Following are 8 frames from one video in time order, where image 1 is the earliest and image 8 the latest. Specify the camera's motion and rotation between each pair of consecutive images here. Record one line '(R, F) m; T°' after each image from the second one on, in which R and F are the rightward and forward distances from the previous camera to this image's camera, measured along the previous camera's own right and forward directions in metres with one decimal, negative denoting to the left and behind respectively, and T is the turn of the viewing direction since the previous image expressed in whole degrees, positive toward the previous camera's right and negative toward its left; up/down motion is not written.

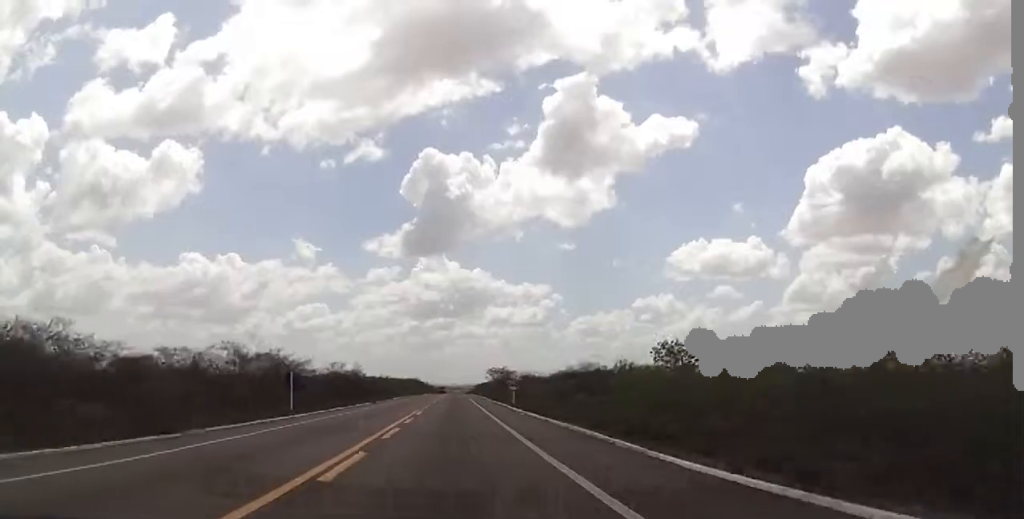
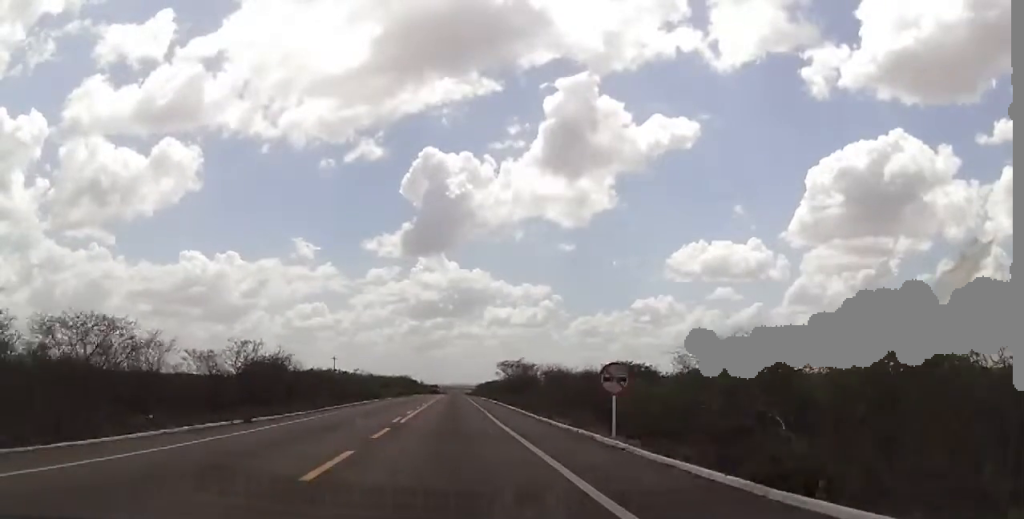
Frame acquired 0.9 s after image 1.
(+0.2, +36.6) m; 0°
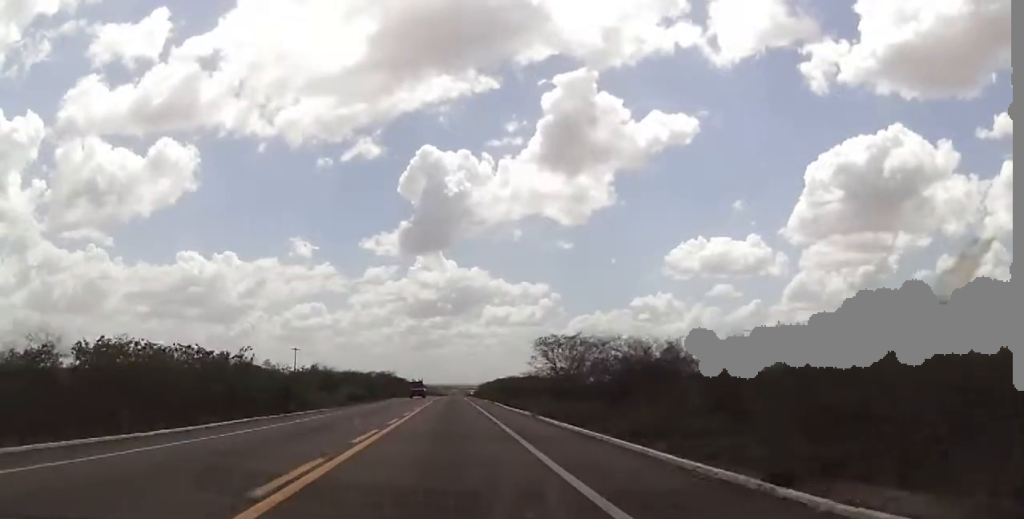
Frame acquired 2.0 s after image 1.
(-0.1, +44.9) m; 0°
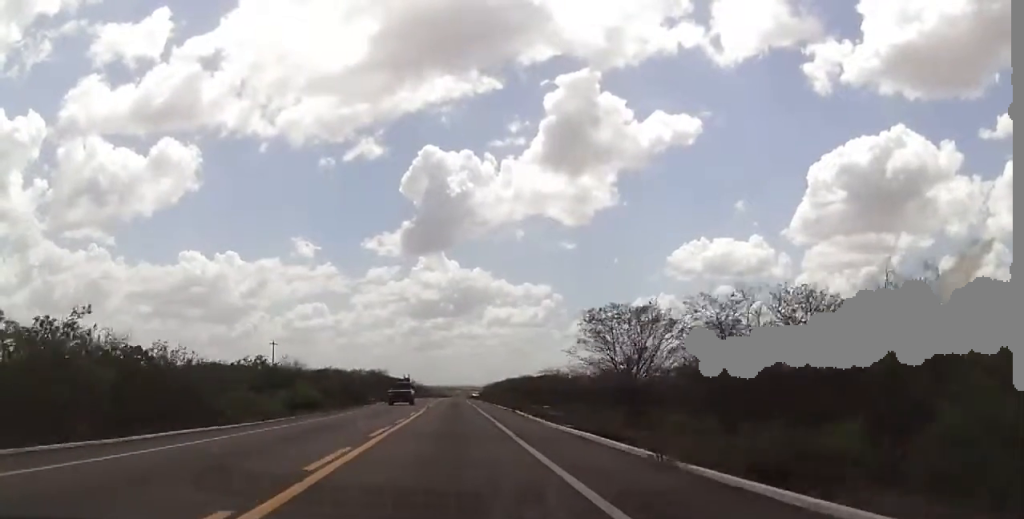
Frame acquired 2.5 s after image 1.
(0.0, +19.0) m; 0°
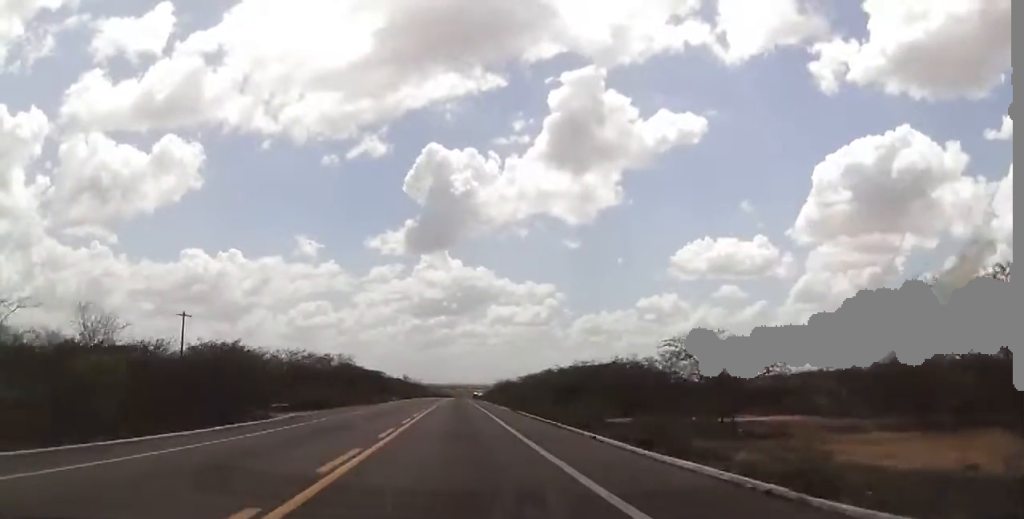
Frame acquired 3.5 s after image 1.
(+0.2, +43.3) m; 0°
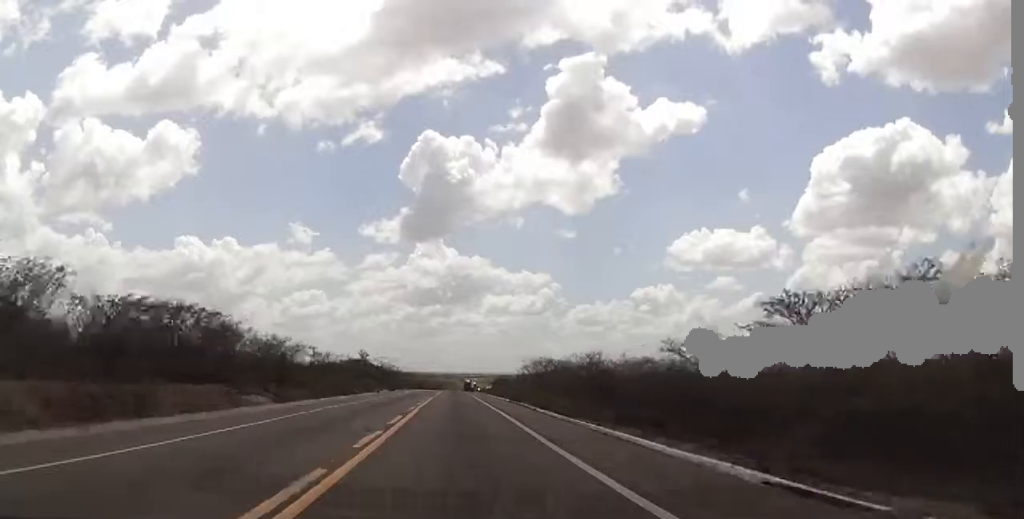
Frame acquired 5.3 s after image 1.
(+0.7, +69.5) m; 0°
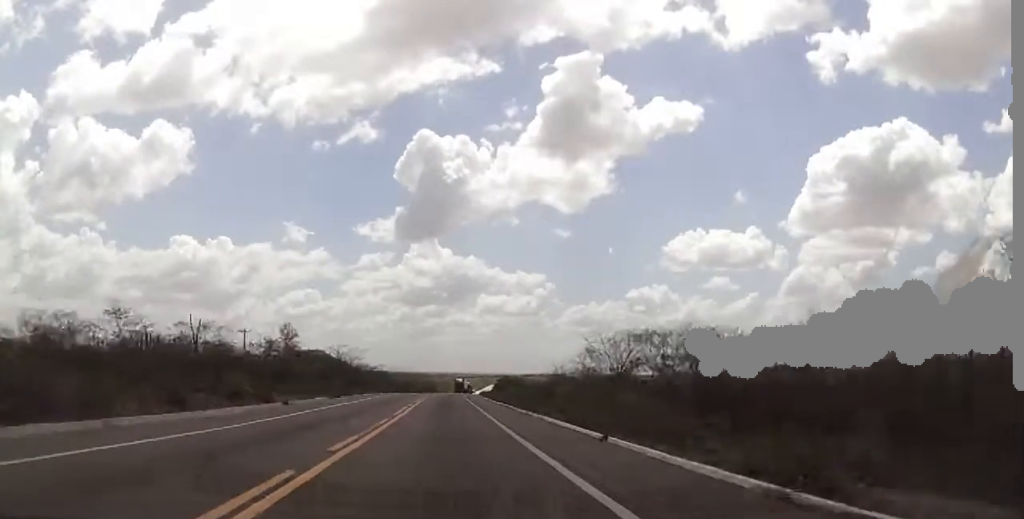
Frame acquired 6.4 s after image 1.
(-0.8, +42.5) m; 0°
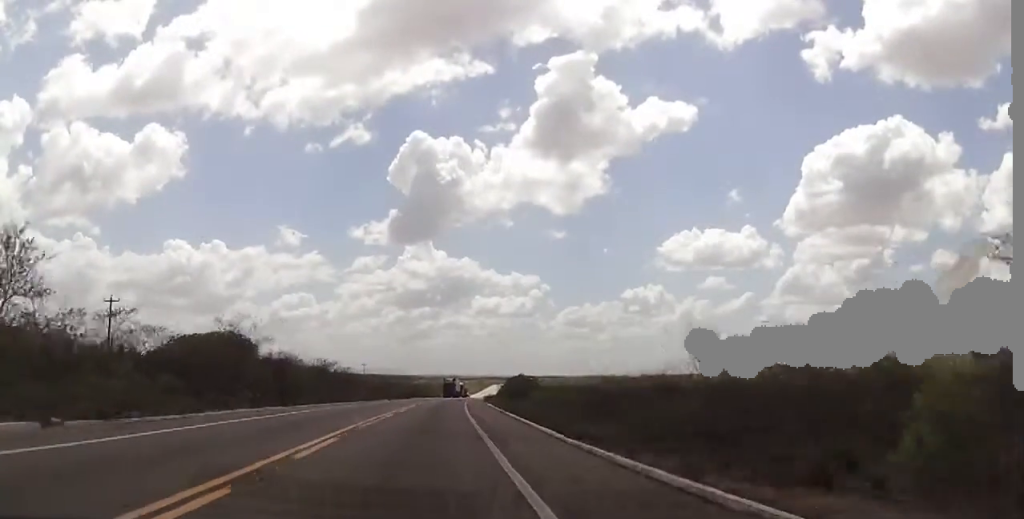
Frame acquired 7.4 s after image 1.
(+0.4, +37.4) m; +1°
